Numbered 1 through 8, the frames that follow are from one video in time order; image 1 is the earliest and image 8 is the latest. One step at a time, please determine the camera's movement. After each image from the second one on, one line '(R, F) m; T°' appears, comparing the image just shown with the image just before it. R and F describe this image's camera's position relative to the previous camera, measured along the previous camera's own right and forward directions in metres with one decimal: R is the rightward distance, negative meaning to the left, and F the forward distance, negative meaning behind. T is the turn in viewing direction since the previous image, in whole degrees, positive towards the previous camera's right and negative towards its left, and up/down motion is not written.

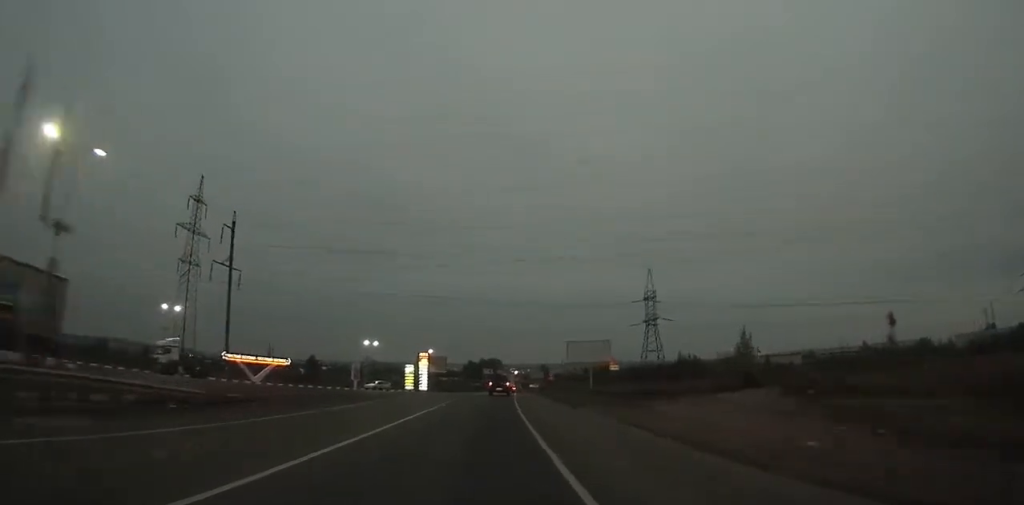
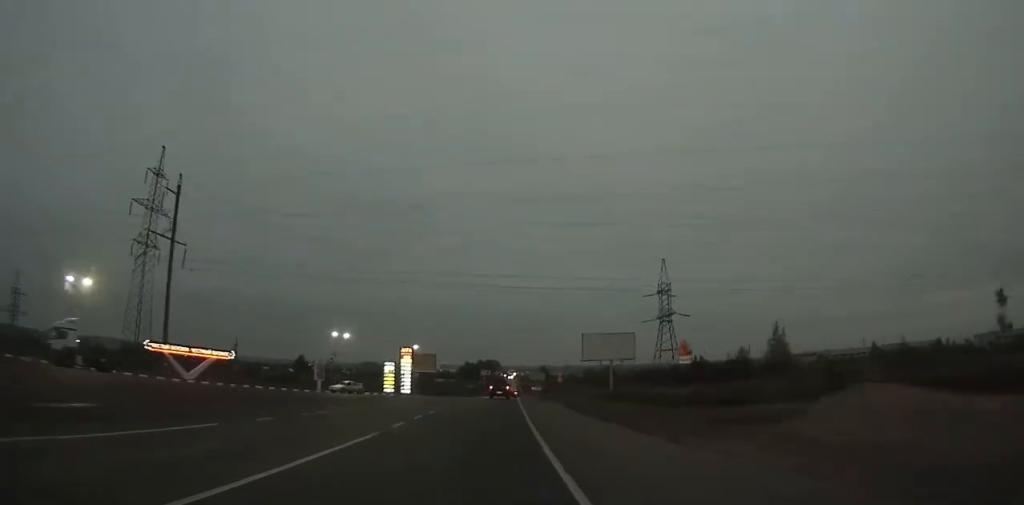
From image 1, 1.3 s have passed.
(0.0, +17.3) m; 0°
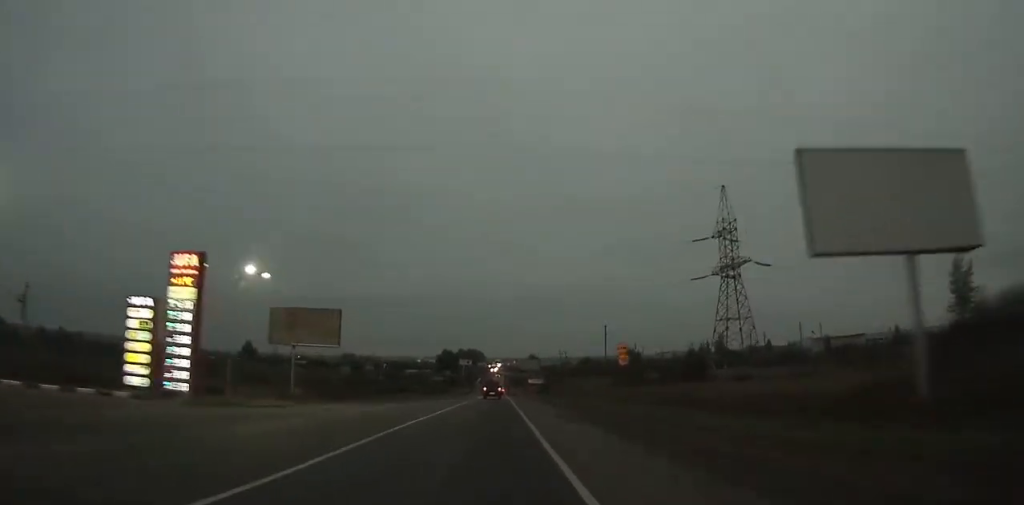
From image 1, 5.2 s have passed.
(+0.2, +55.1) m; +1°
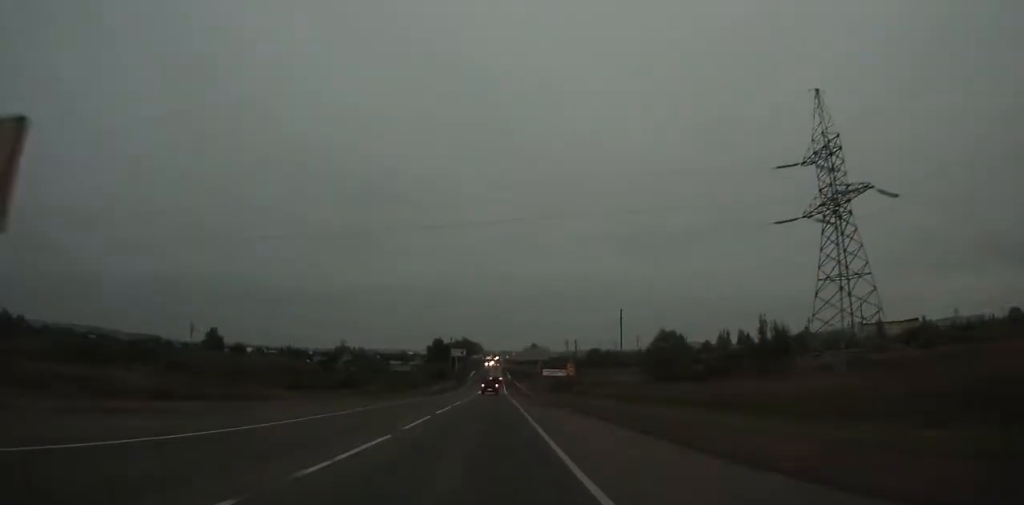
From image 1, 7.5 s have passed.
(+0.2, +36.3) m; 0°
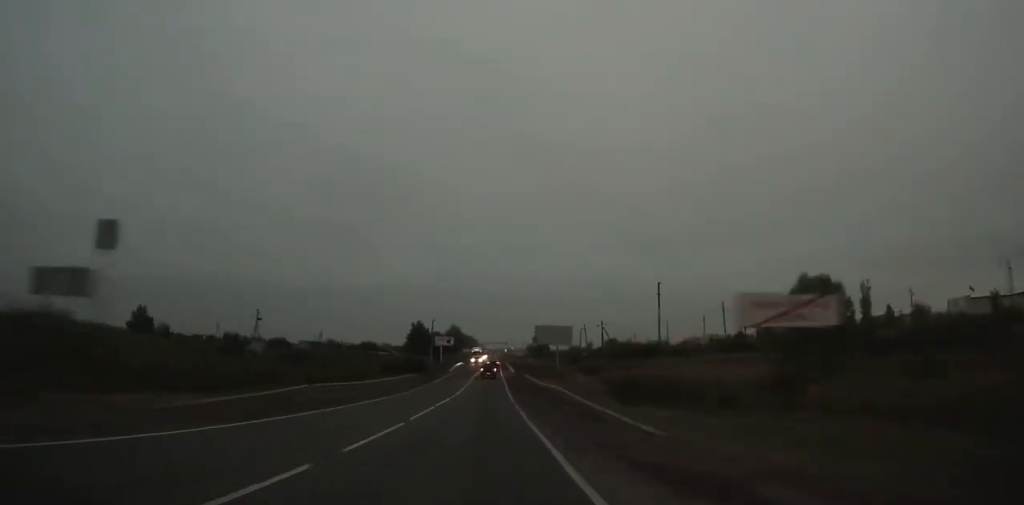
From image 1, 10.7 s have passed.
(+0.2, +54.4) m; 0°
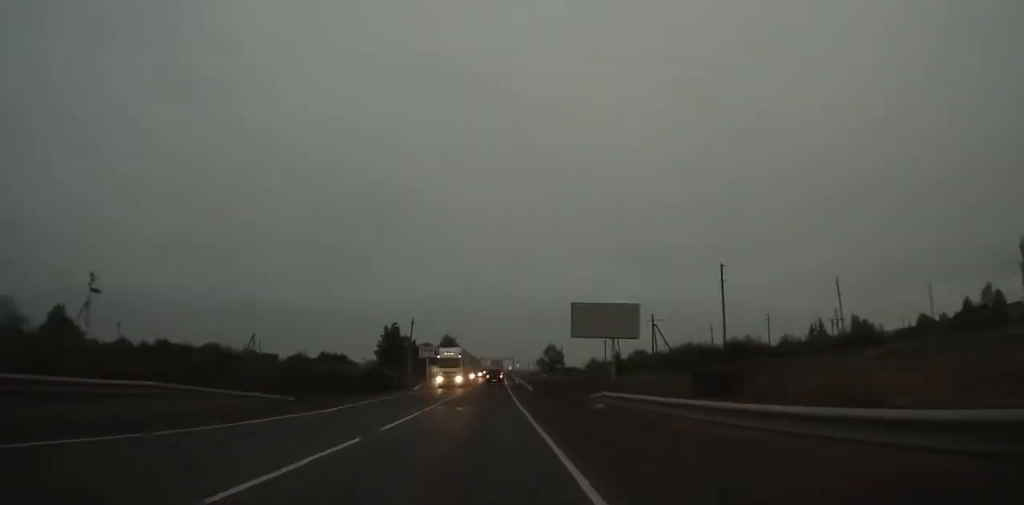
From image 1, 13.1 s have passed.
(-0.1, +44.0) m; 0°
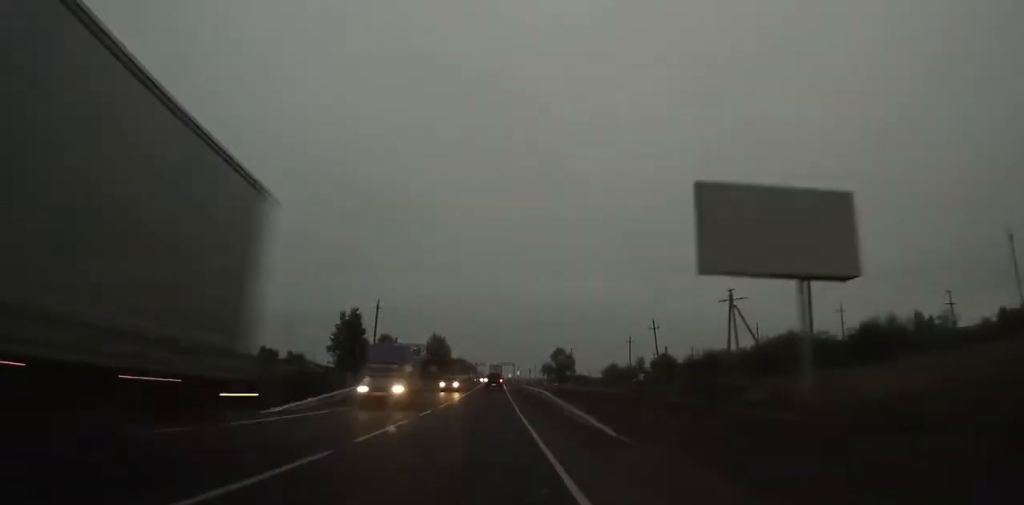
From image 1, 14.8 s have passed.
(0.0, +32.1) m; 0°
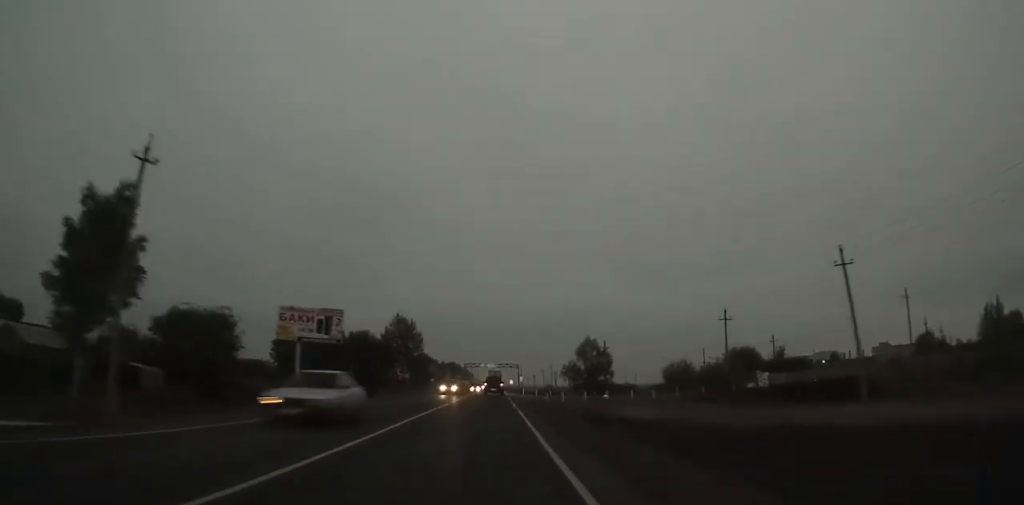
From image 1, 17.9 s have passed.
(-0.2, +61.1) m; 0°
